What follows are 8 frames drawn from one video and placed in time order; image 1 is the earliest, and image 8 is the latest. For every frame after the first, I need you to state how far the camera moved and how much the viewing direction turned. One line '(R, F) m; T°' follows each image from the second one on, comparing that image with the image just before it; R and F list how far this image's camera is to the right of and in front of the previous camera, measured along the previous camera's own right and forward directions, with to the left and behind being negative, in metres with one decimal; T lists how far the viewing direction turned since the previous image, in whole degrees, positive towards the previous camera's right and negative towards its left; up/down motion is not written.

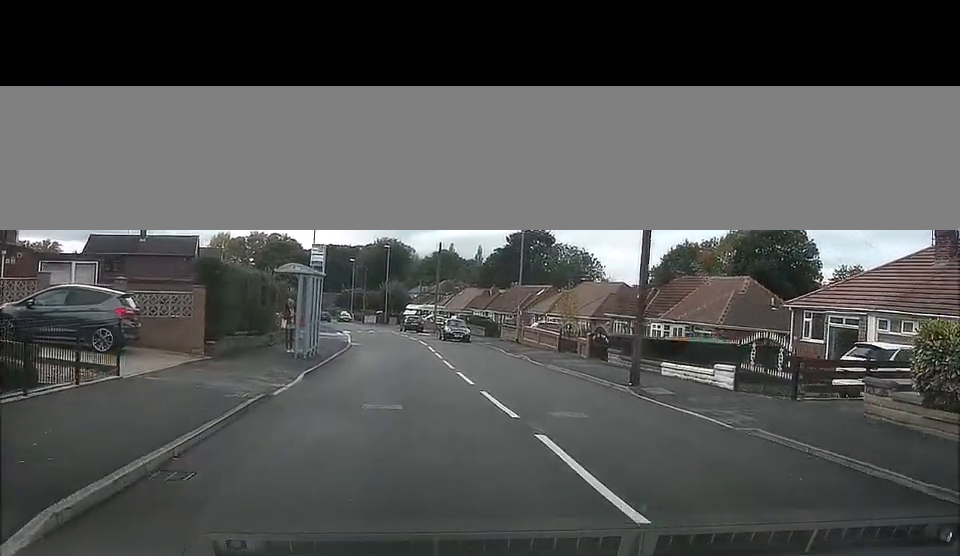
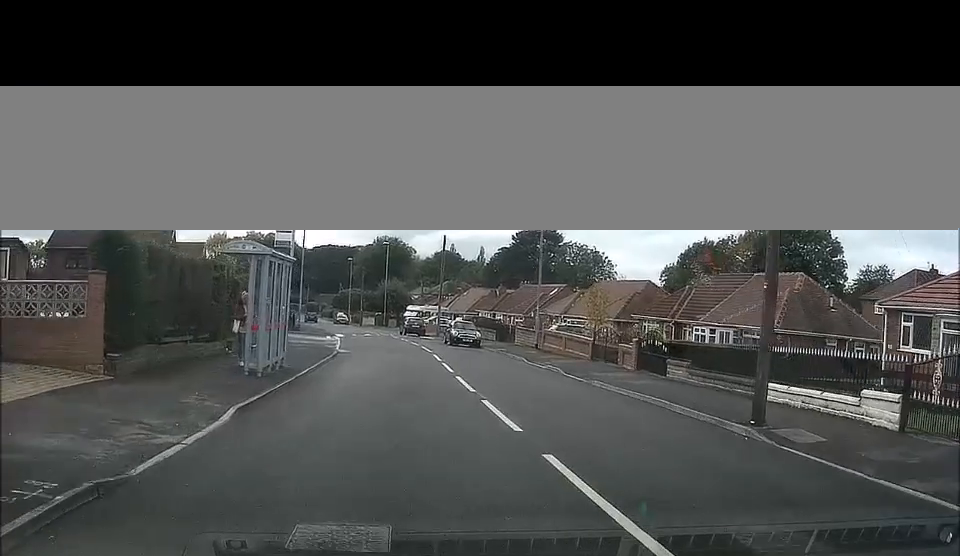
(-0.3, +6.6) m; -2°
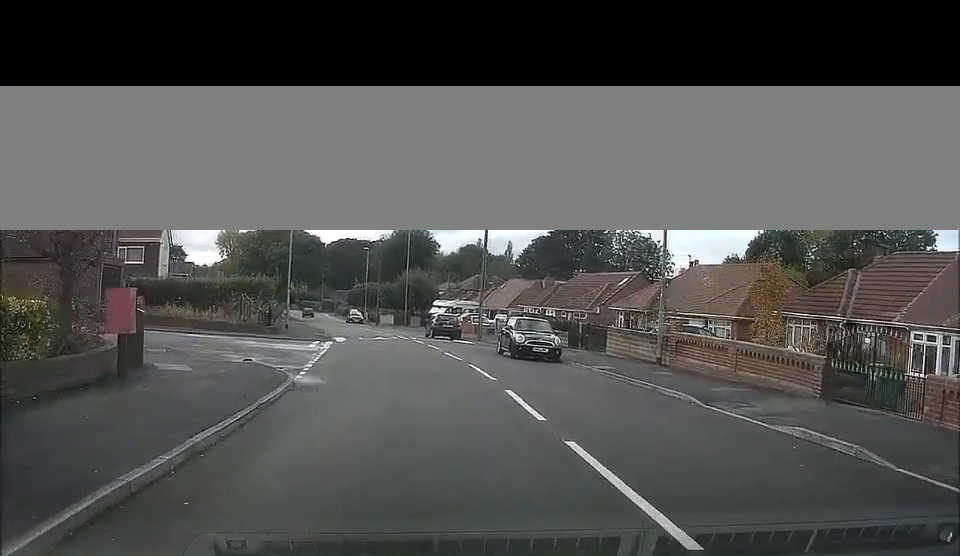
(+0.5, +16.7) m; 0°
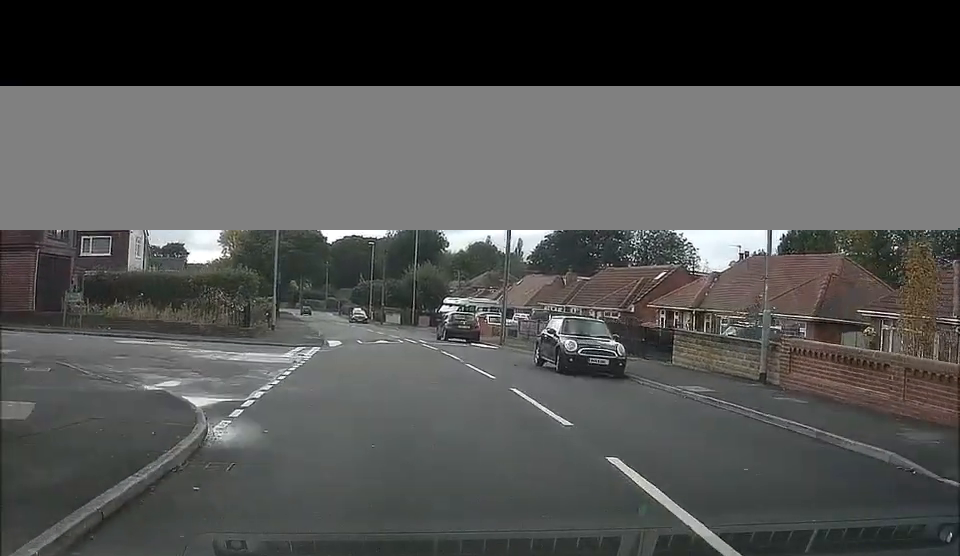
(-0.2, +8.1) m; -2°
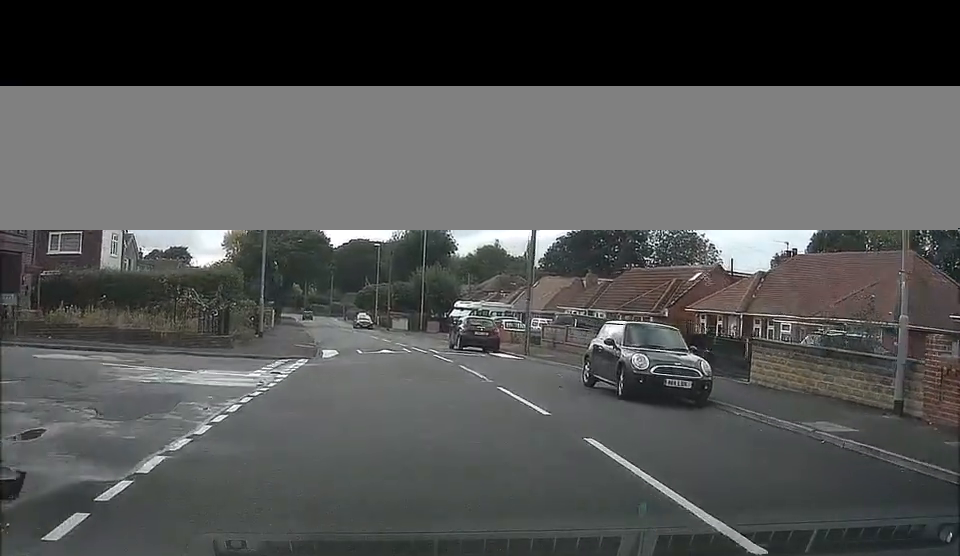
(+0.2, +5.8) m; 0°
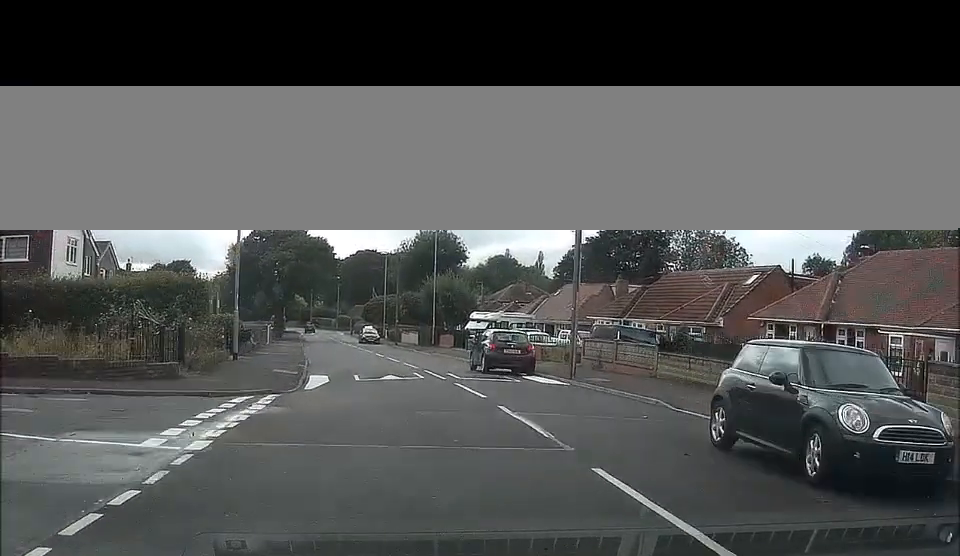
(-0.3, +7.7) m; +3°
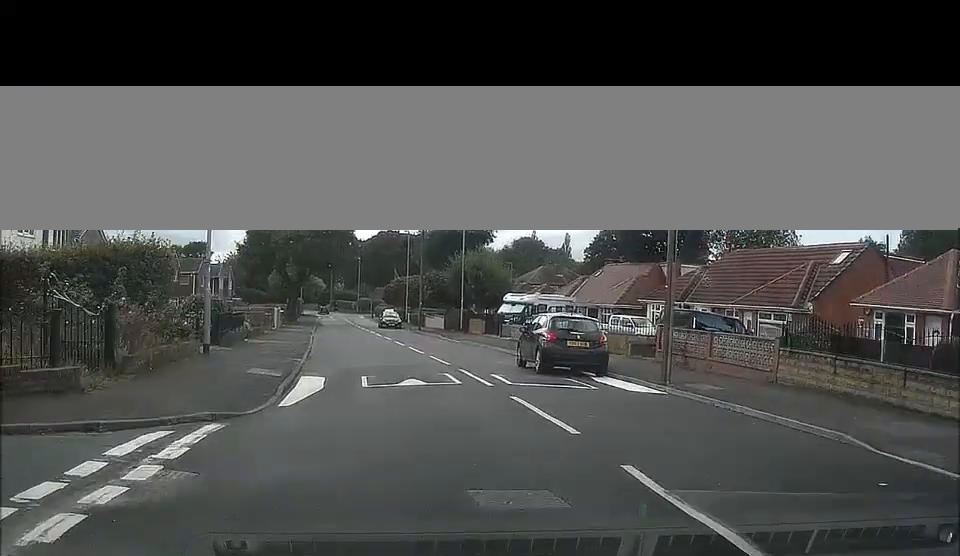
(+0.4, +7.8) m; +2°
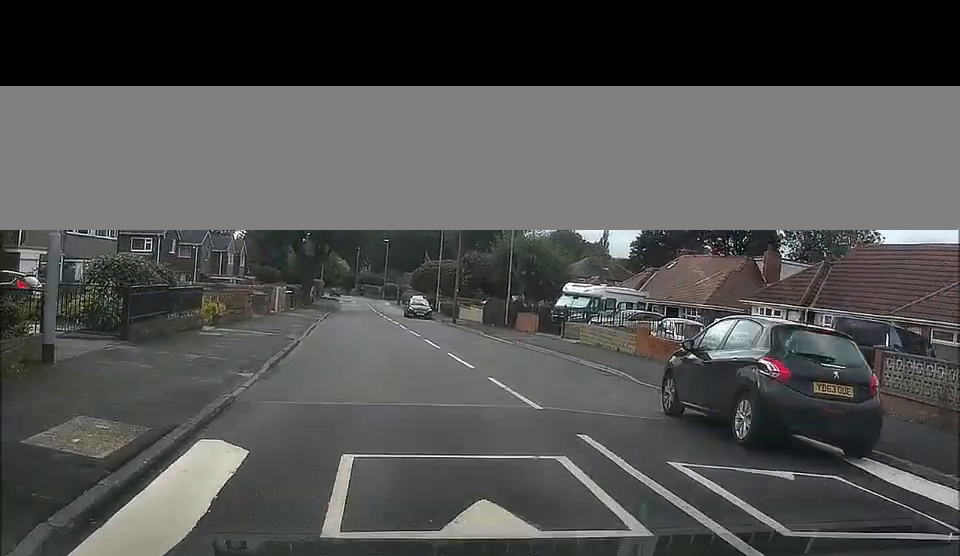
(-0.2, +13.4) m; -6°
